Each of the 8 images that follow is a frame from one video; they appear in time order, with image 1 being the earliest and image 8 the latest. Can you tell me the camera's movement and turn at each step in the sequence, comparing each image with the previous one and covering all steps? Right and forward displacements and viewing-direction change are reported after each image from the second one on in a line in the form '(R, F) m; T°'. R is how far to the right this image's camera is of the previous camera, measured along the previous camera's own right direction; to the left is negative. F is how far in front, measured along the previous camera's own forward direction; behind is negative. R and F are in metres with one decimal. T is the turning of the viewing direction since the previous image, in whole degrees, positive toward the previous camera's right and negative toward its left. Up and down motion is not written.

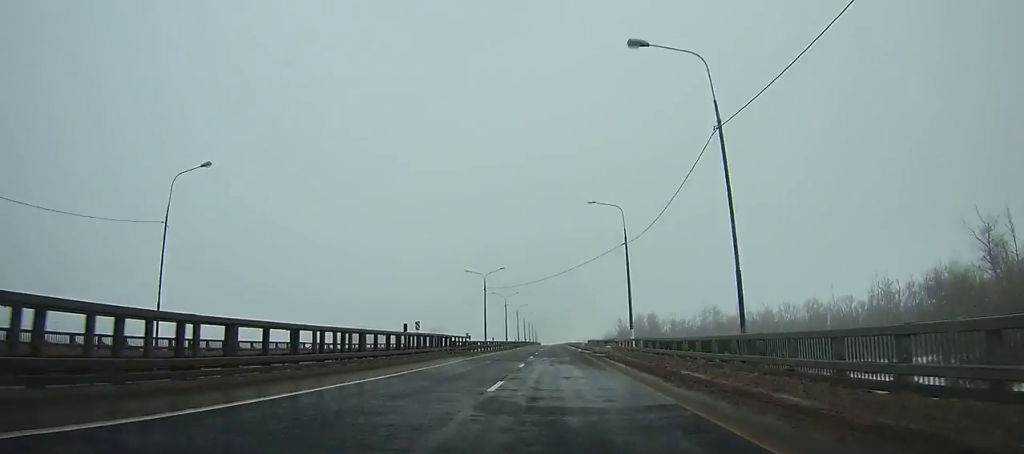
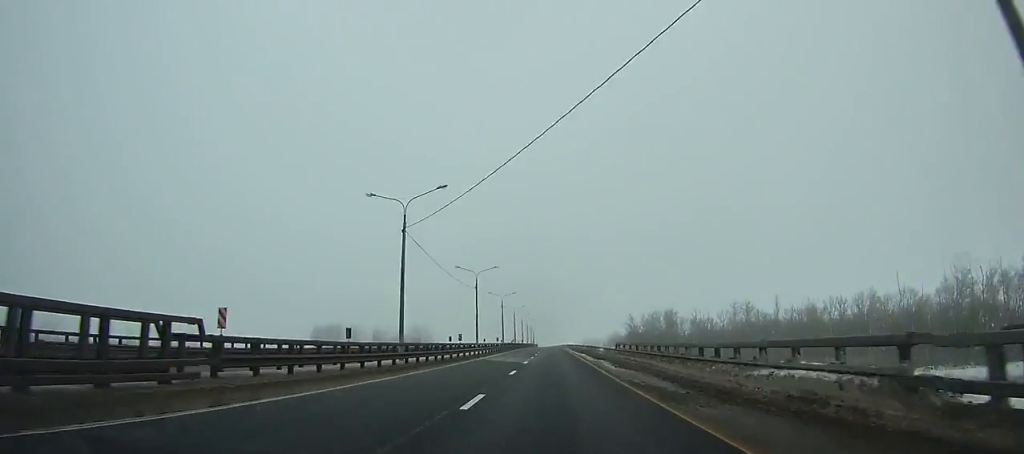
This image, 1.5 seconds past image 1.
(0.0, +39.8) m; 0°
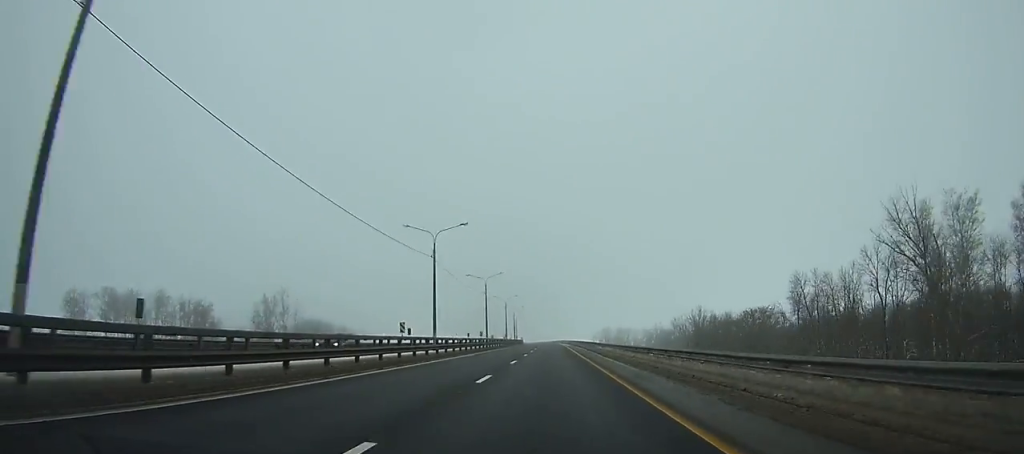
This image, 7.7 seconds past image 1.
(-1.2, +167.0) m; -1°
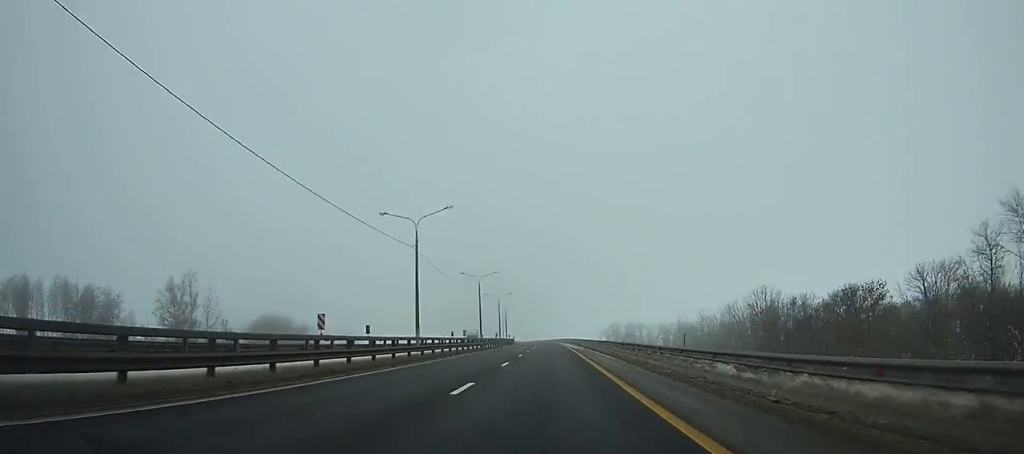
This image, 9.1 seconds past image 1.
(+0.1, +38.7) m; 0°
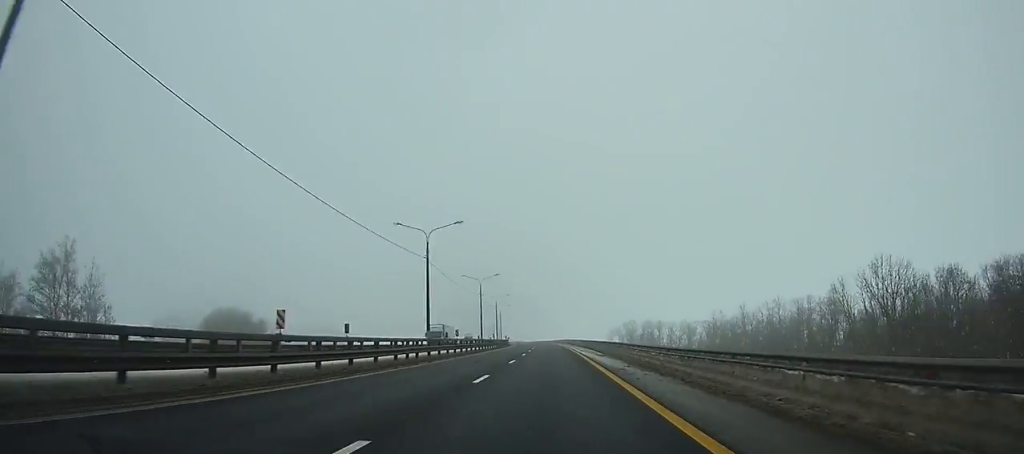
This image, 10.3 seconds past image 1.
(+0.1, +33.2) m; 0°
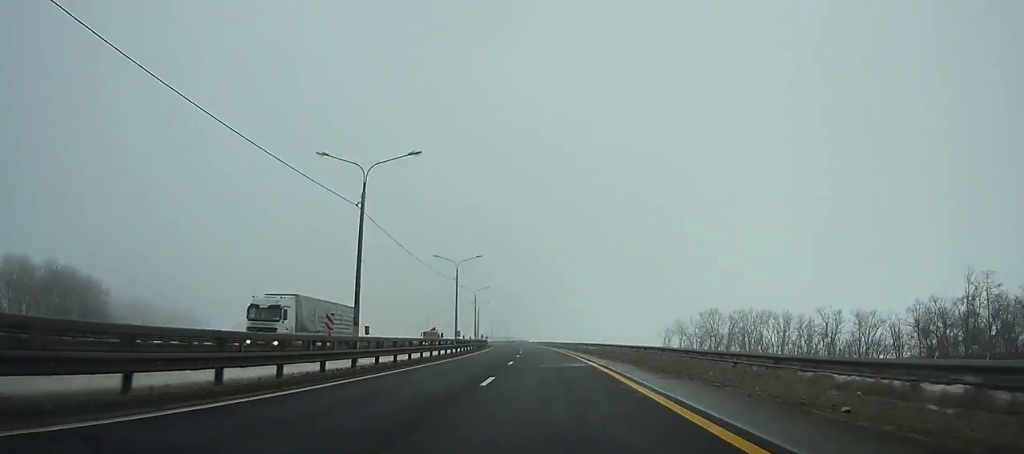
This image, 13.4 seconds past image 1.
(-1.4, +87.4) m; -3°
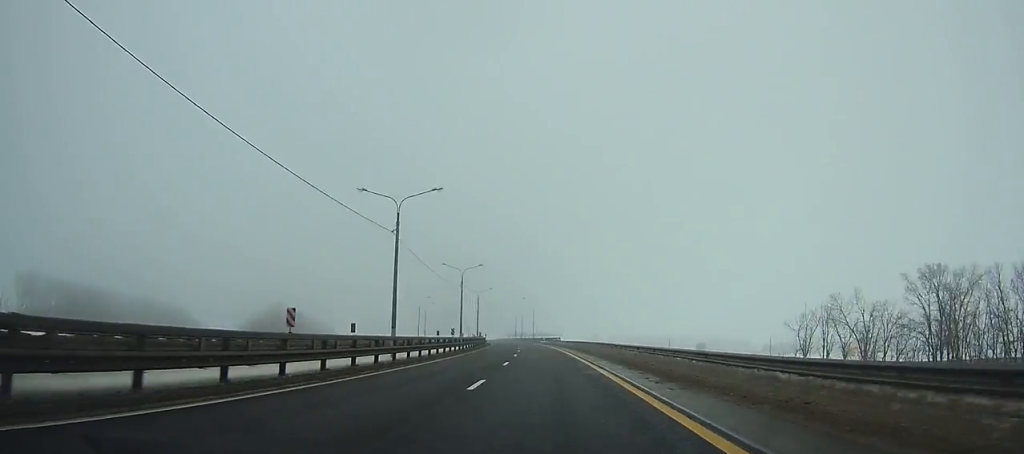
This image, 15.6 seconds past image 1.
(-1.3, +63.0) m; -3°
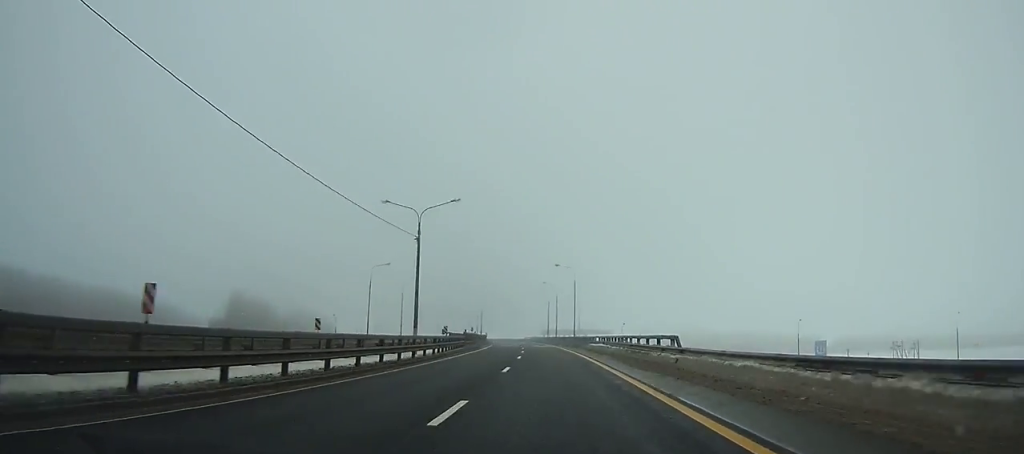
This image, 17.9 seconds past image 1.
(-2.8, +66.4) m; -4°
